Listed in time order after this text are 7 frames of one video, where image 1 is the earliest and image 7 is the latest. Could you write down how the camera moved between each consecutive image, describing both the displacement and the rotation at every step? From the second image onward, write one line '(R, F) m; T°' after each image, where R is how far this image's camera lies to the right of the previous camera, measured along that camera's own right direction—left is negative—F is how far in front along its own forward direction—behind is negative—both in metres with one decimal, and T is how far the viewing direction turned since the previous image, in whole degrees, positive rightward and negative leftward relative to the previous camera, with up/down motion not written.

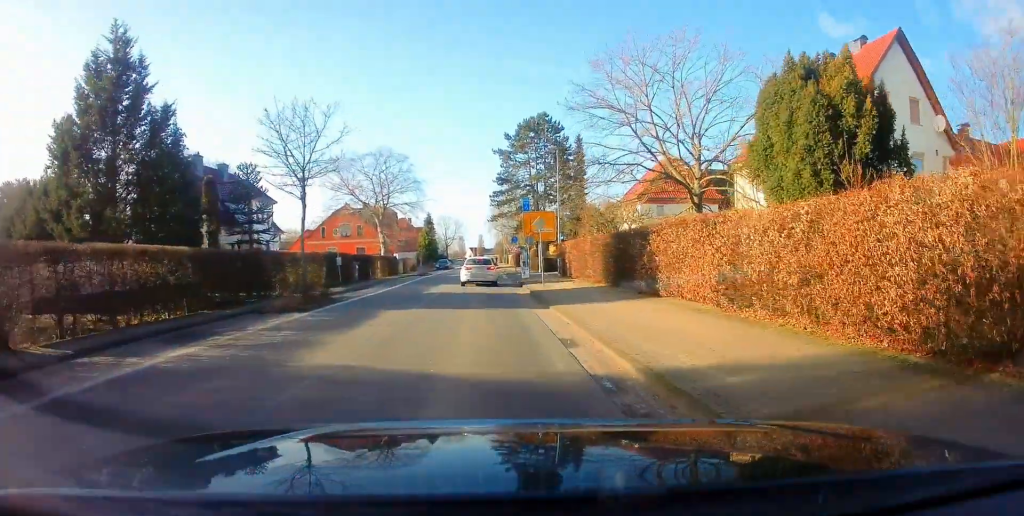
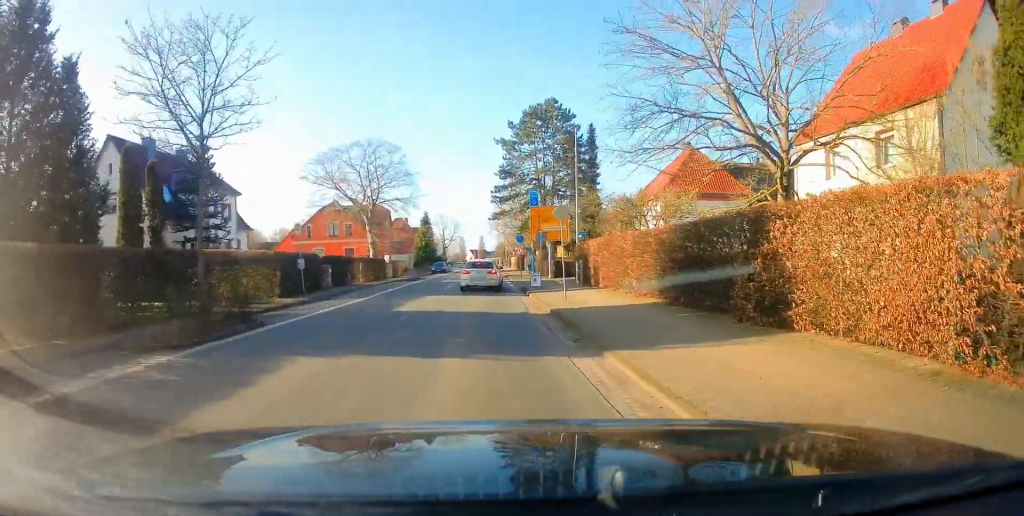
(+0.2, +7.1) m; +1°
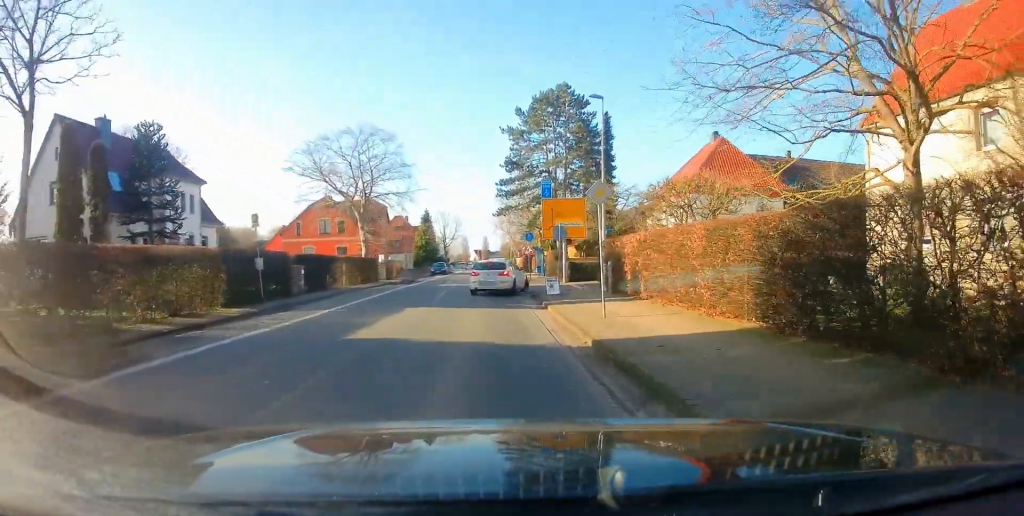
(0.0, +5.8) m; -2°
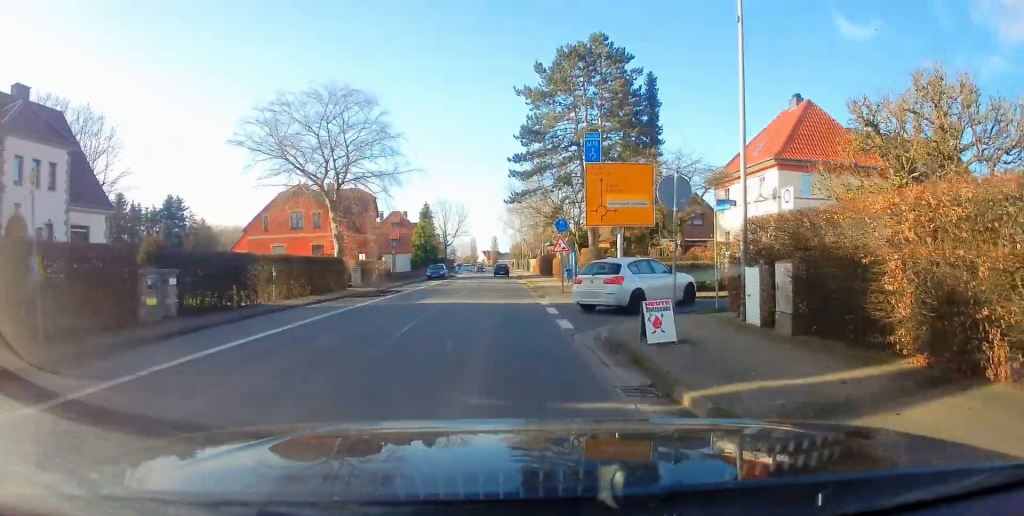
(-0.6, +12.7) m; -3°
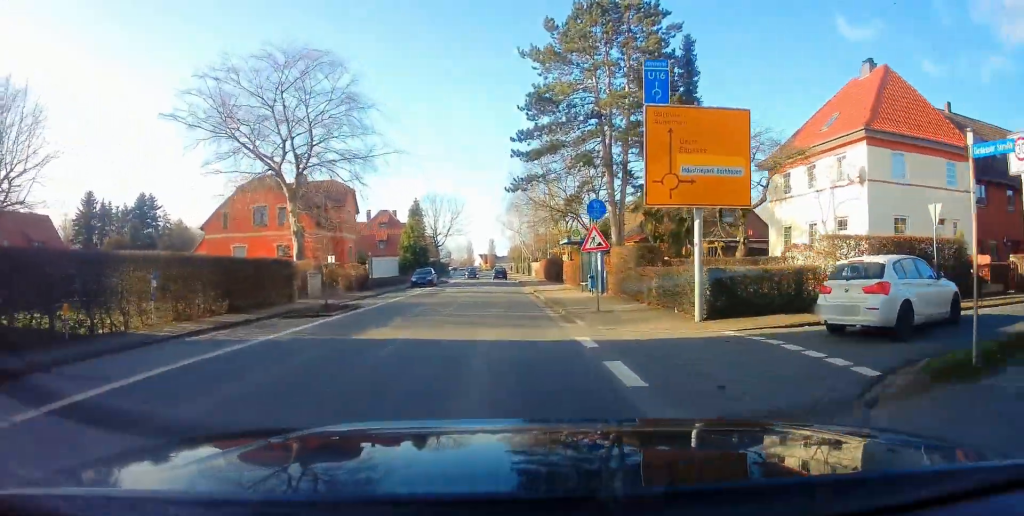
(+0.2, +8.6) m; +1°
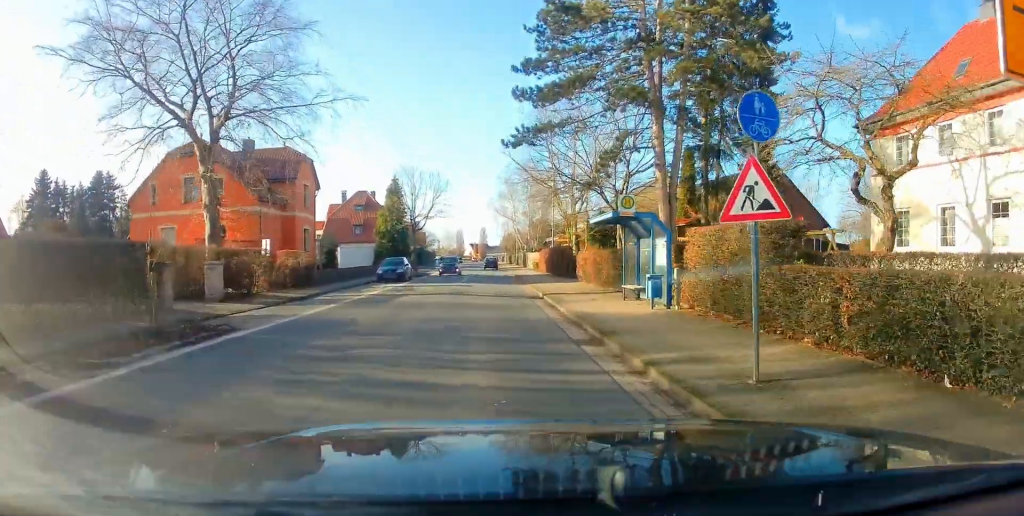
(+0.1, +10.3) m; +2°
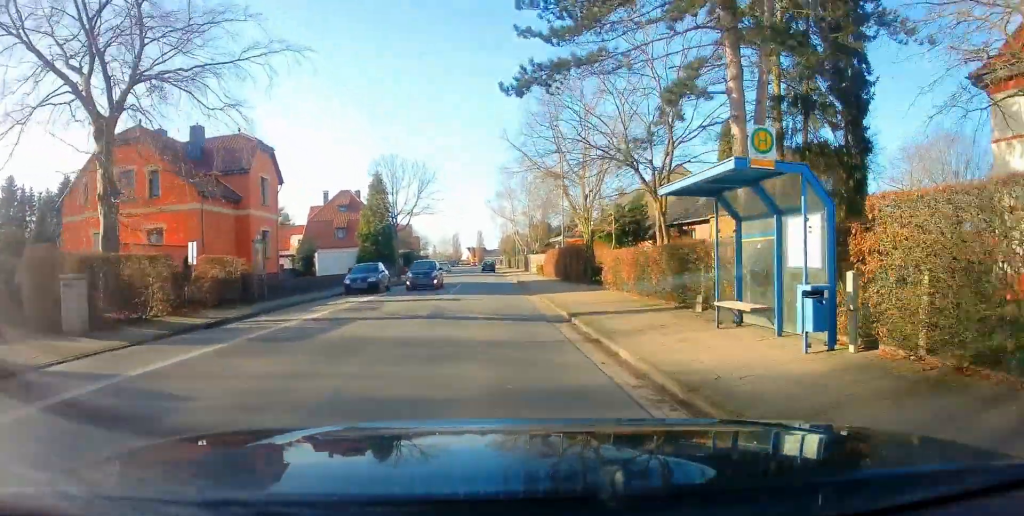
(+0.2, +7.4) m; 0°
